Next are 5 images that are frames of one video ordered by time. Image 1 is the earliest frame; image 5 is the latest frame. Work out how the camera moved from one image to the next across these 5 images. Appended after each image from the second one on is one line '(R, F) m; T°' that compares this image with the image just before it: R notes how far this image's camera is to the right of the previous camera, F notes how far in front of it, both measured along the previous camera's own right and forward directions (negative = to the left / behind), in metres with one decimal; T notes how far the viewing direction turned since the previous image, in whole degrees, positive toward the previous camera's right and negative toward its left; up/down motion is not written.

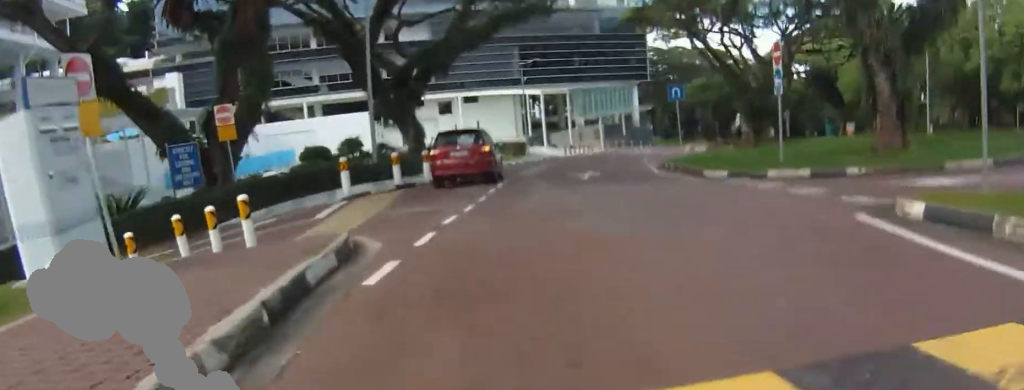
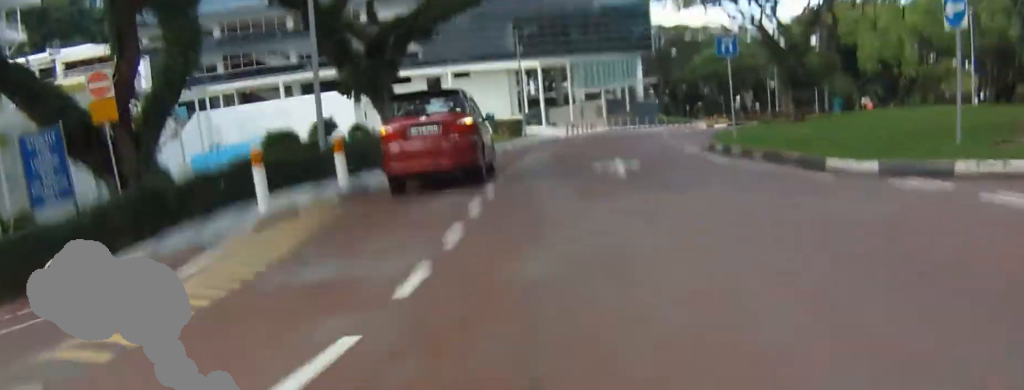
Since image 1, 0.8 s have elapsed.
(-0.3, +6.0) m; -5°
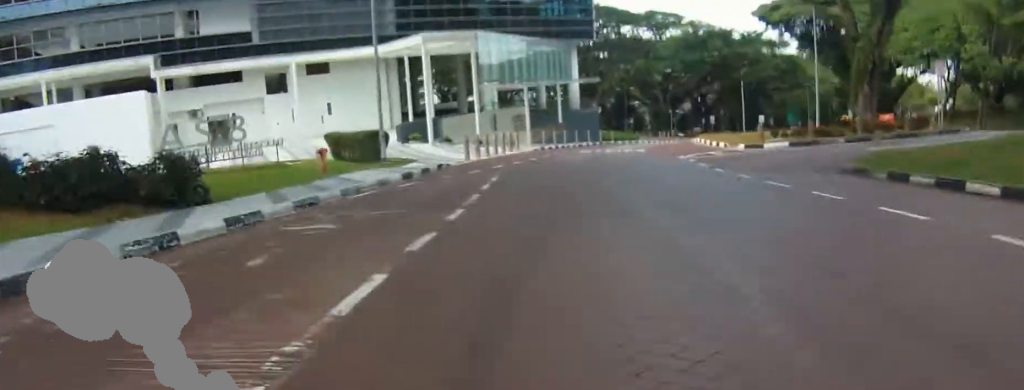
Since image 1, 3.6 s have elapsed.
(-2.1, +23.1) m; +5°
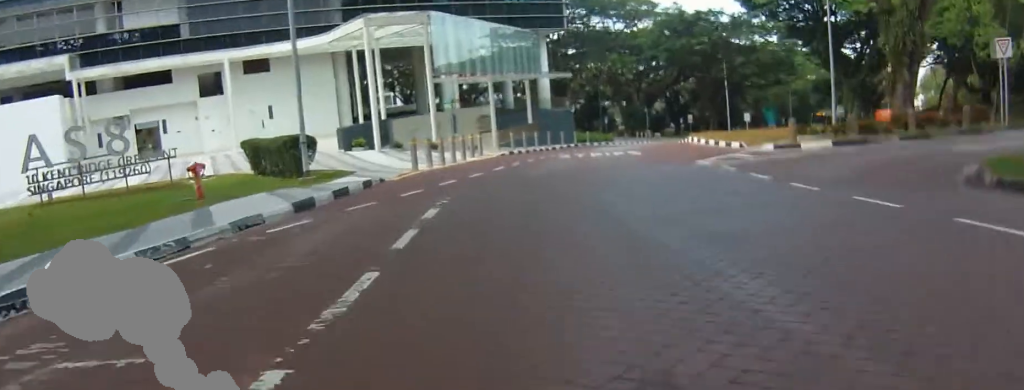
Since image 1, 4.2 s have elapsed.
(+0.7, +4.7) m; +8°
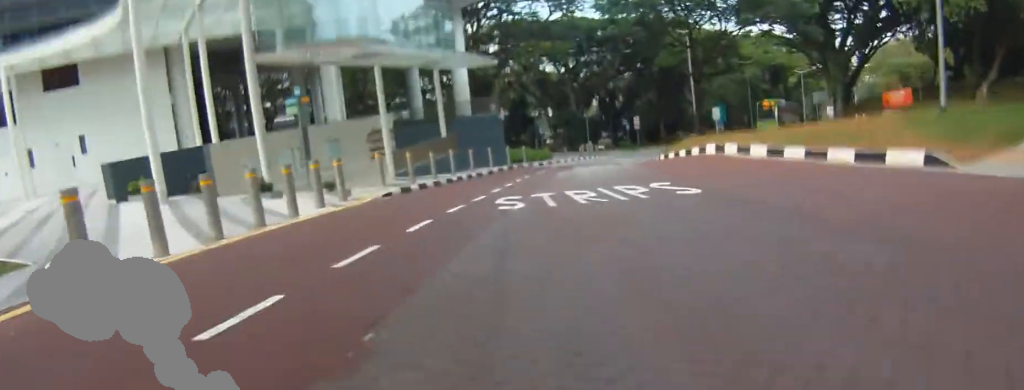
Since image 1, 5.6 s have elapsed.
(-1.2, +11.5) m; -12°
